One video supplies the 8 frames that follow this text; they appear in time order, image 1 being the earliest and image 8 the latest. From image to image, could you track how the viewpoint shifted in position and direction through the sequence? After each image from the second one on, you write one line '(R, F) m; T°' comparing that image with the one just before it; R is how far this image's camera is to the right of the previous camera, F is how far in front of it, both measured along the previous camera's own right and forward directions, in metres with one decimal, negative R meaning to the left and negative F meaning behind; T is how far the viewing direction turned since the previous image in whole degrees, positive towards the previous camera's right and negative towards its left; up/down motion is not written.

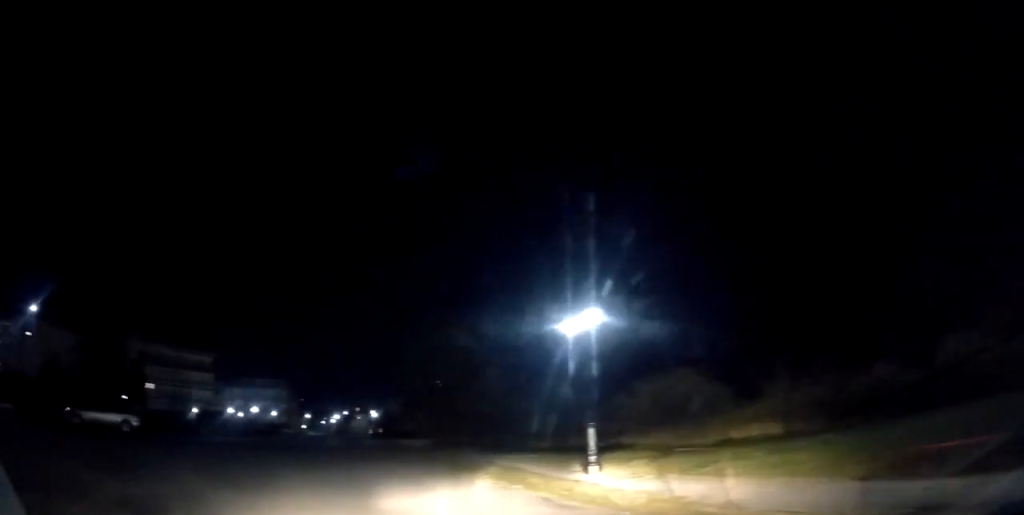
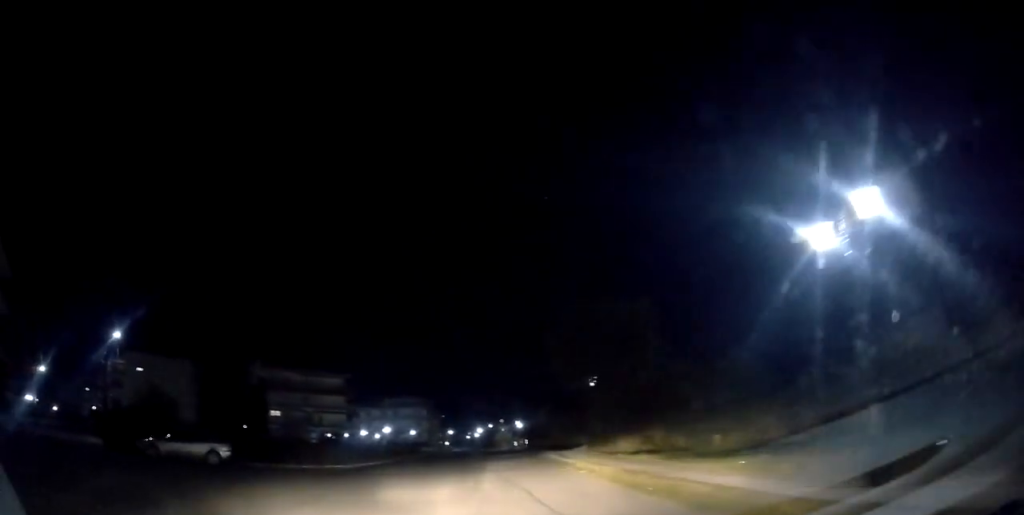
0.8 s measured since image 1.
(-1.3, +4.1) m; -7°
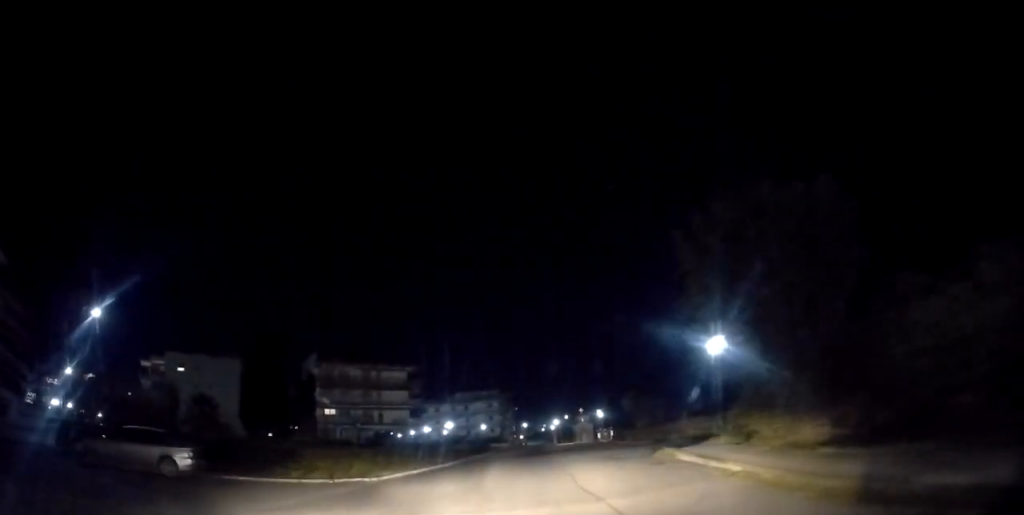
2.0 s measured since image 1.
(+0.5, +7.2) m; +4°
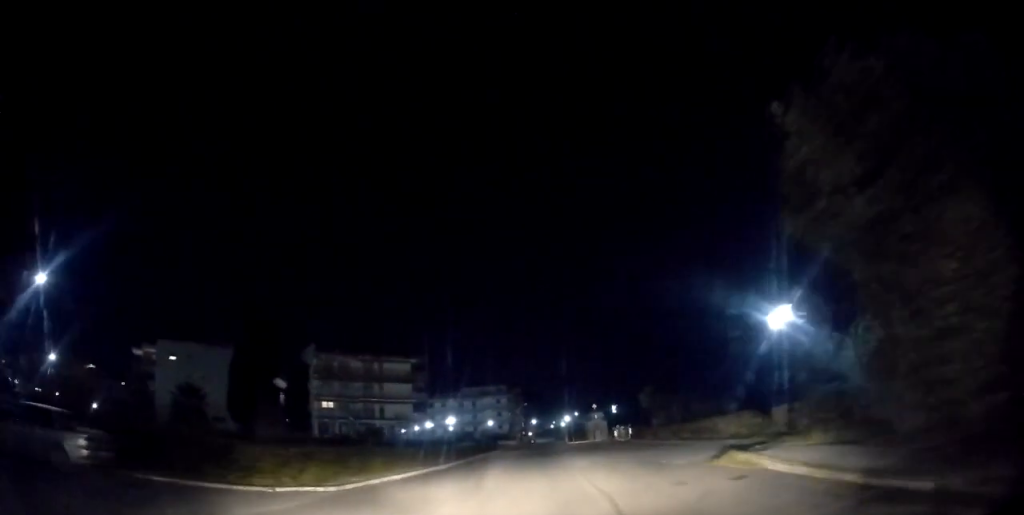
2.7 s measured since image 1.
(-0.2, +4.8) m; -4°
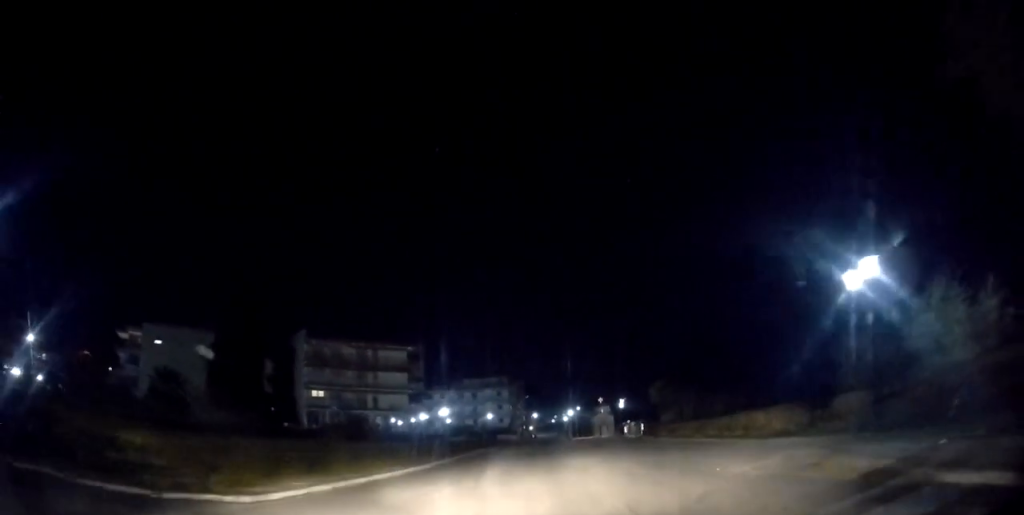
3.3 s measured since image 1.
(-0.1, +4.2) m; -2°
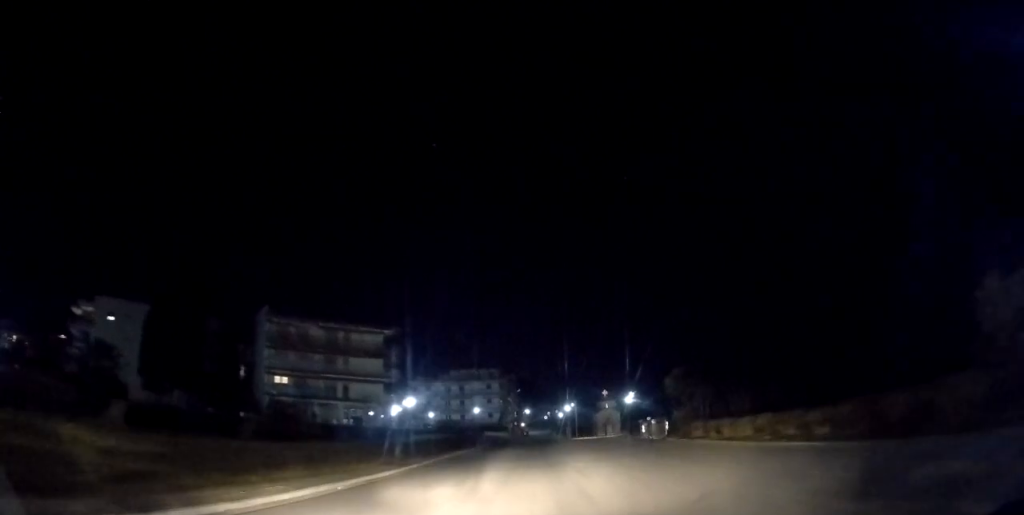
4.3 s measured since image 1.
(-0.2, +9.4) m; 0°
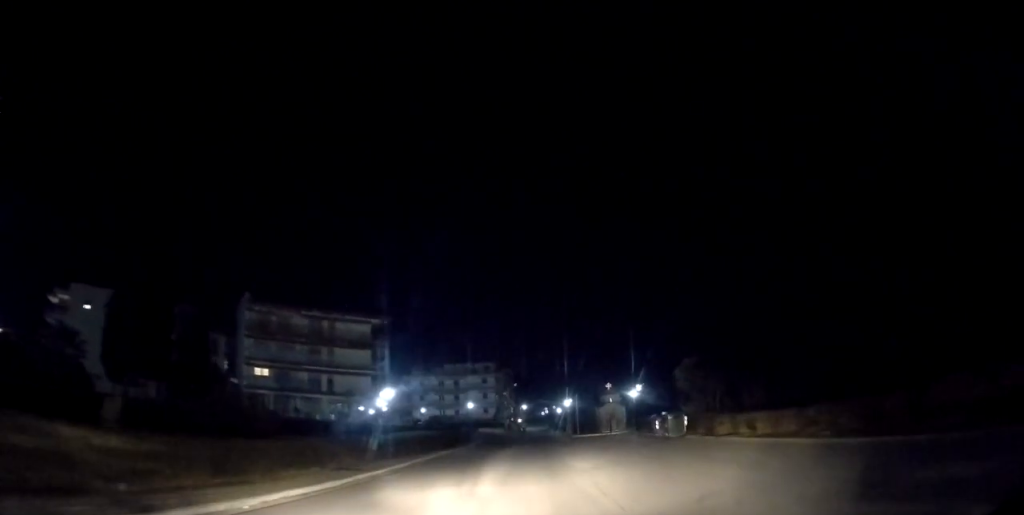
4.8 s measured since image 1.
(0.0, +4.5) m; +1°
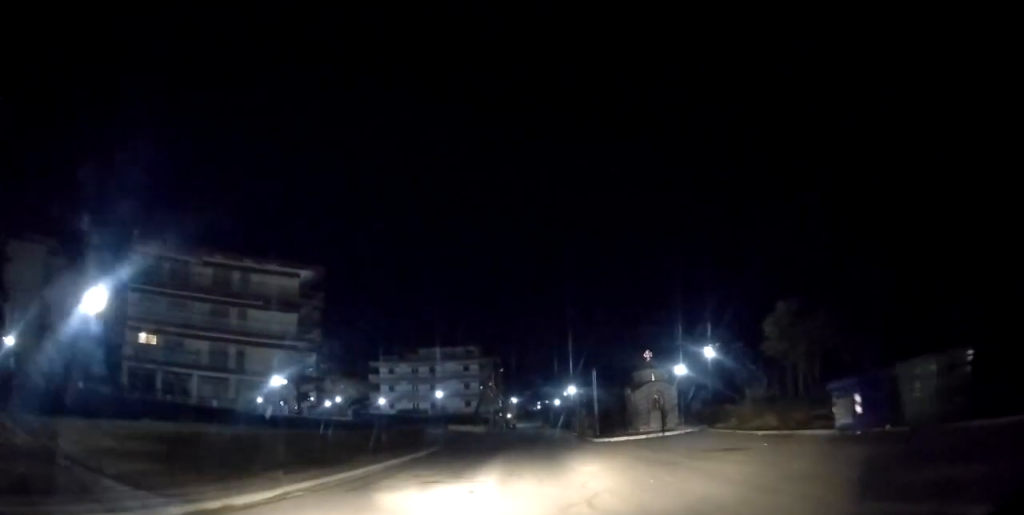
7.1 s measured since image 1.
(+1.1, +21.0) m; +2°
